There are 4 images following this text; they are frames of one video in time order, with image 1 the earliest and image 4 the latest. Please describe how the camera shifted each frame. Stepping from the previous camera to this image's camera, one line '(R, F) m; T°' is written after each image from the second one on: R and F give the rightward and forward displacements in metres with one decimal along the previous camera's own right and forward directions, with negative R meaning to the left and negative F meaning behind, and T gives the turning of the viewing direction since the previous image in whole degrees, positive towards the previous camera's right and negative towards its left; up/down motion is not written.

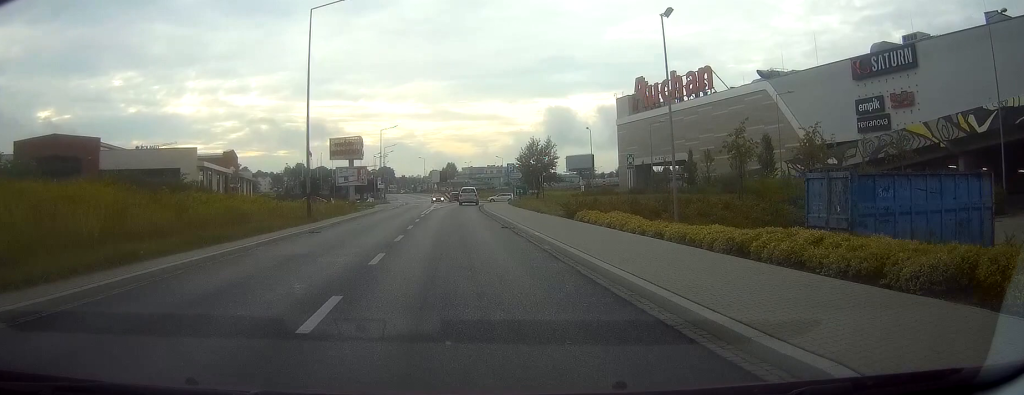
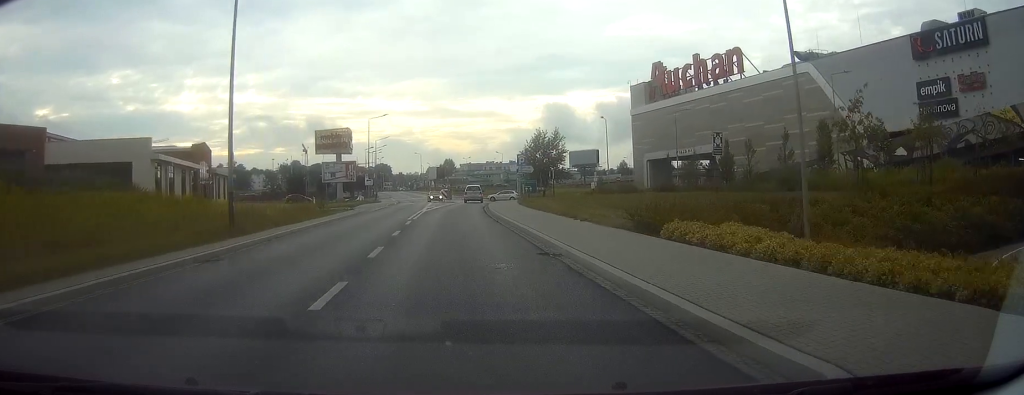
(+0.1, +10.7) m; 0°
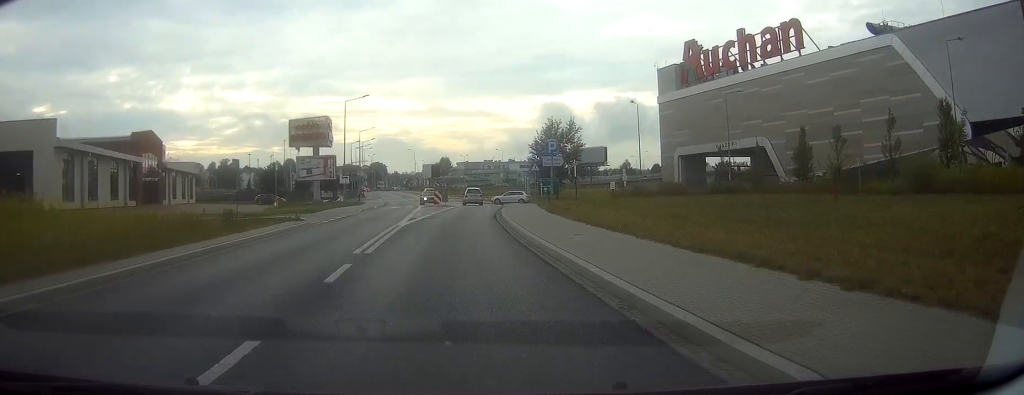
(+0.1, +15.4) m; +1°
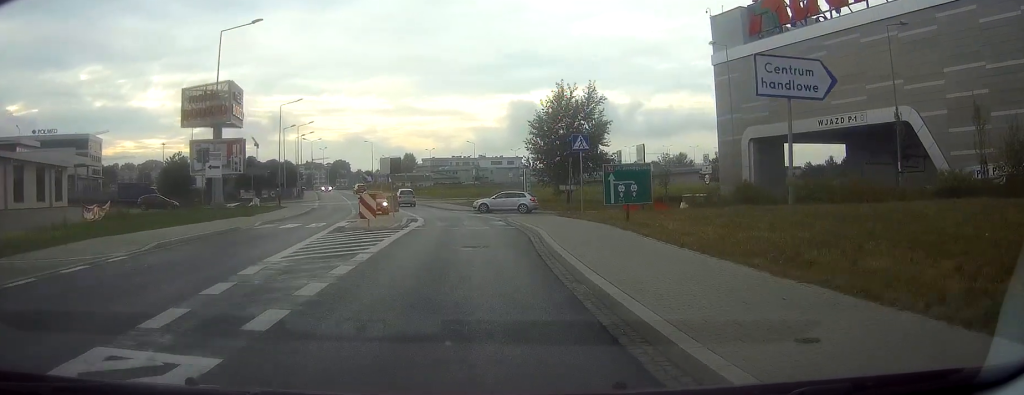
(+0.6, +28.7) m; +3°
